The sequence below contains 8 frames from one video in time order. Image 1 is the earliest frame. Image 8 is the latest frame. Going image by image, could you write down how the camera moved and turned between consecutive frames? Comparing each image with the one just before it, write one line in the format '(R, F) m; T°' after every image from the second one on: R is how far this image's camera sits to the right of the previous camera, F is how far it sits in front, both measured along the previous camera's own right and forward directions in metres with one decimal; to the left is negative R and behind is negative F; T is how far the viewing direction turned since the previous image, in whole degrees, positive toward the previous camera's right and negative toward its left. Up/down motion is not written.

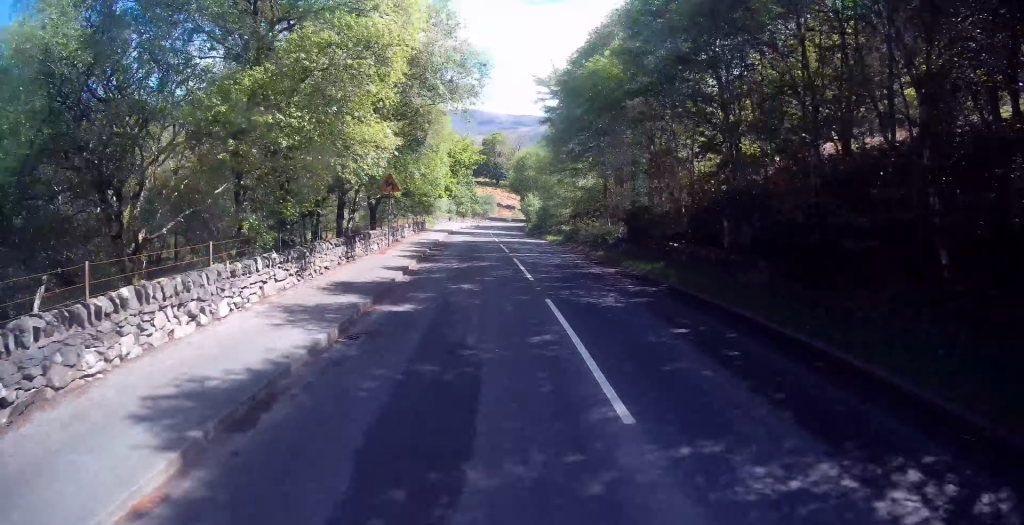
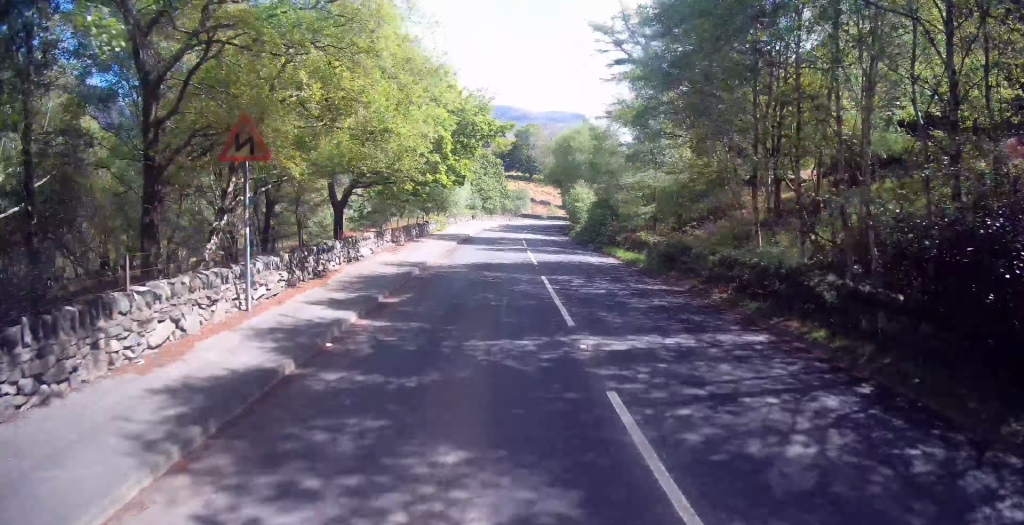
(-0.1, +14.5) m; -3°
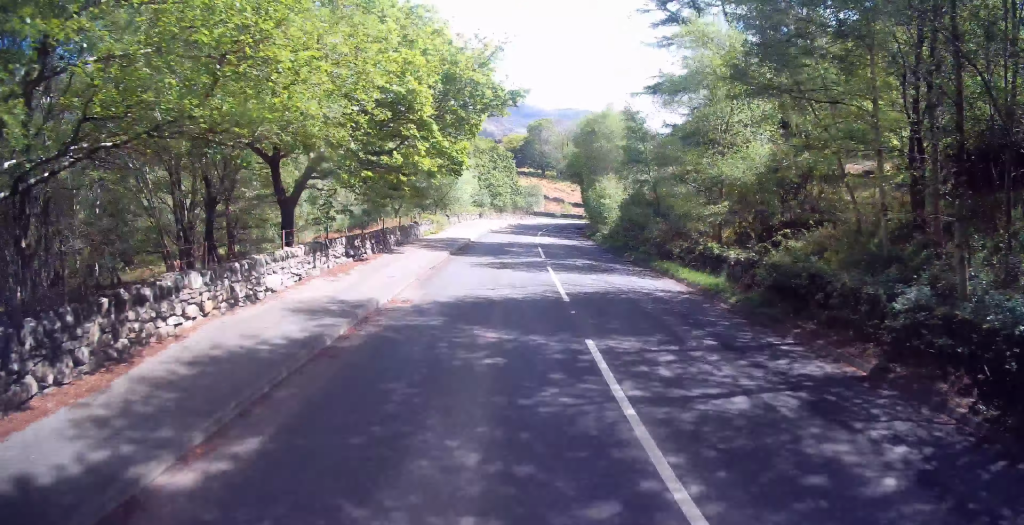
(0.0, +7.0) m; -2°
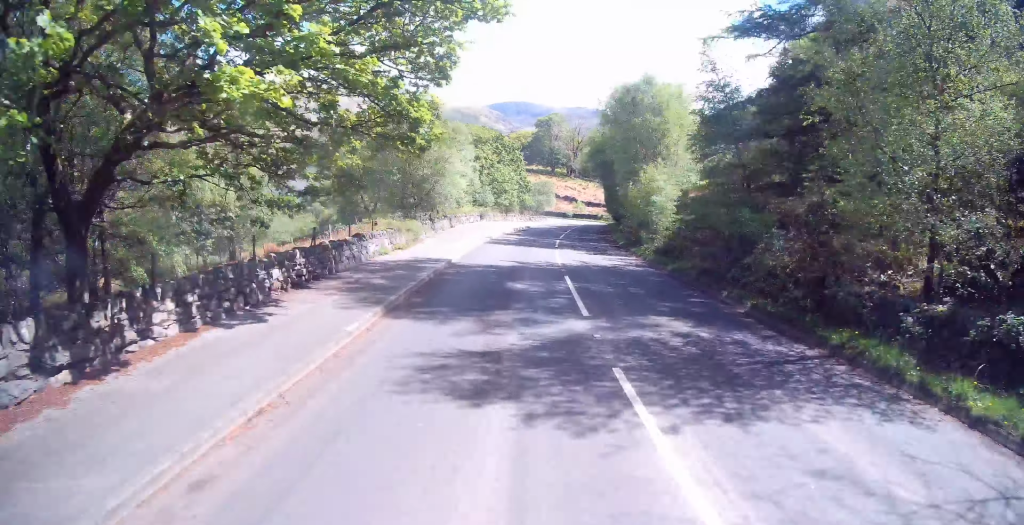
(-0.5, +10.4) m; -2°
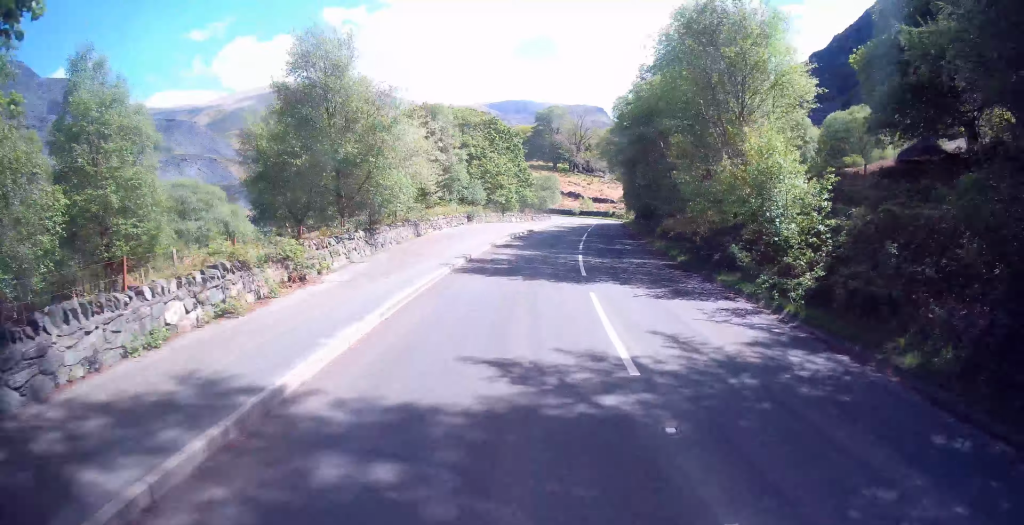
(-0.1, +11.7) m; -1°
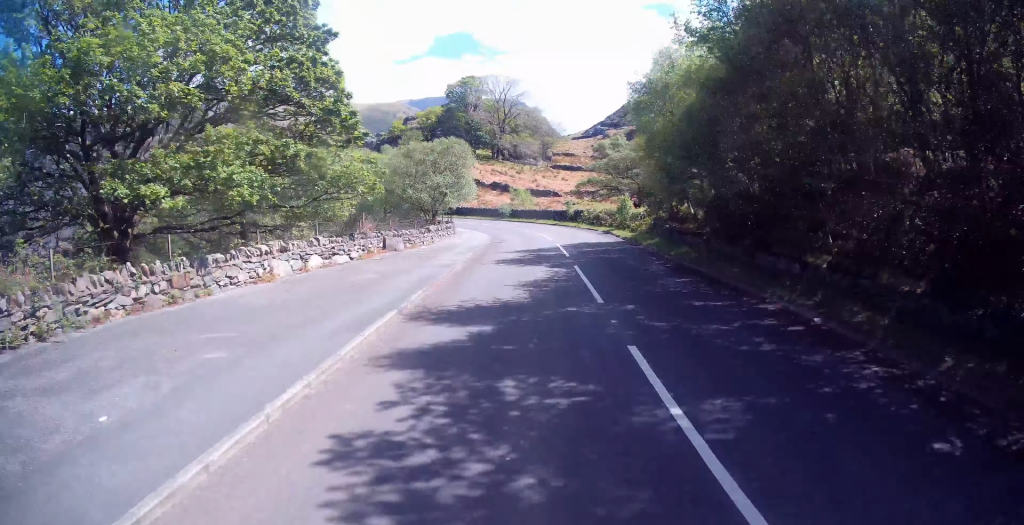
(+0.3, +38.8) m; +3°
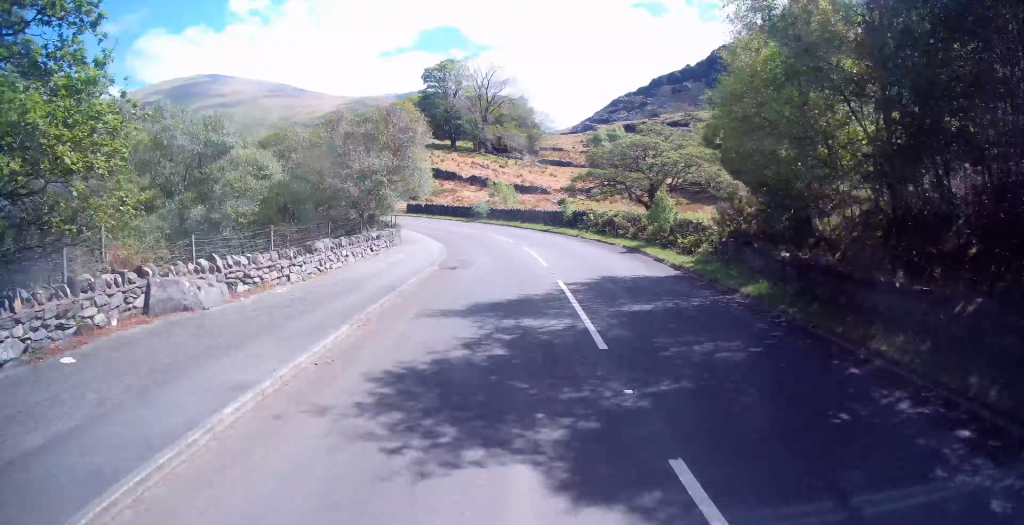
(+0.4, +13.0) m; +3°
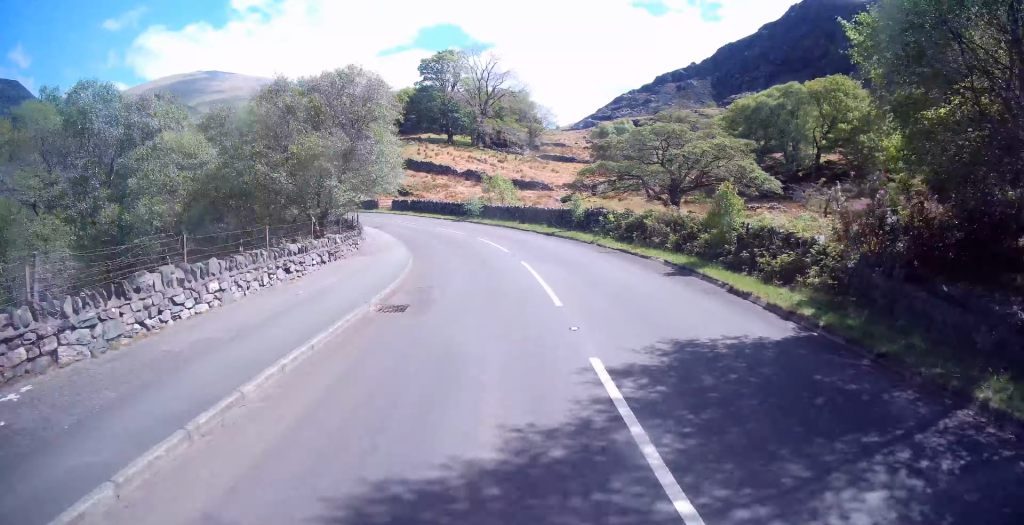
(+0.3, +7.2) m; +2°
